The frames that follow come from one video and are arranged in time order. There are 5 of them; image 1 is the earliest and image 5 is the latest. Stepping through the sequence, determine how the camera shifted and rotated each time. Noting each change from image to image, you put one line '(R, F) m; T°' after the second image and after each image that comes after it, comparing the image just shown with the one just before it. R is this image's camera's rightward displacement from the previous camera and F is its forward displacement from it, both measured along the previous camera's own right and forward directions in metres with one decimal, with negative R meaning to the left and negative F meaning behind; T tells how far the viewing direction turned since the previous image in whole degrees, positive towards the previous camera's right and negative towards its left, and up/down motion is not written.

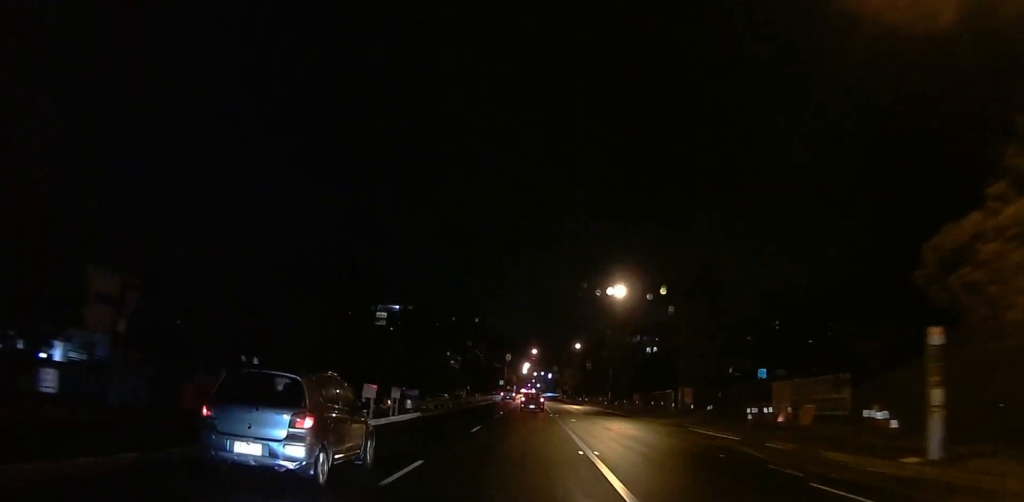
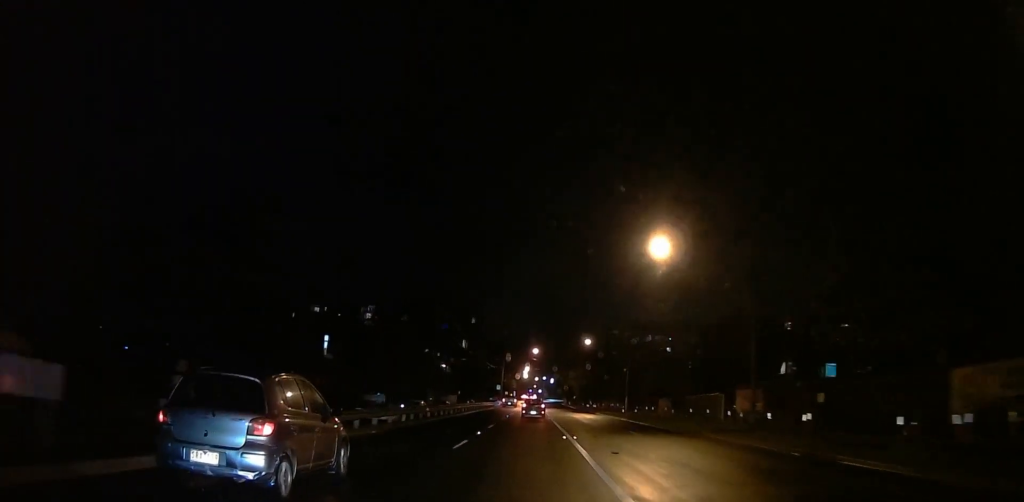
(-0.1, +16.2) m; +3°
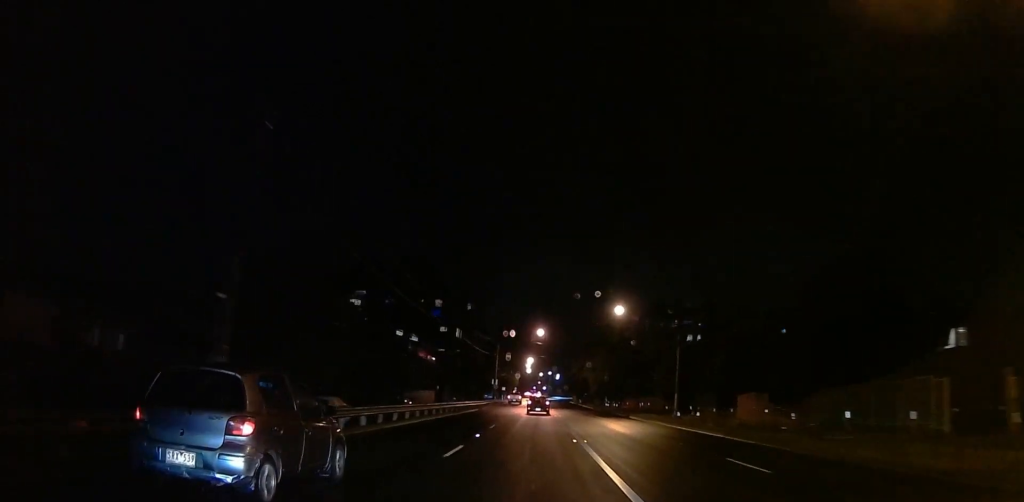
(+1.0, +27.5) m; 0°
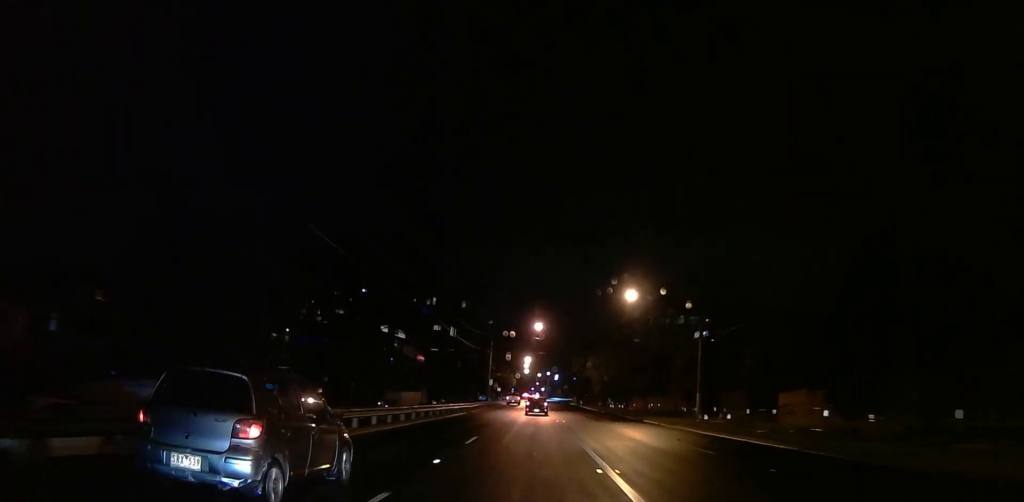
(-0.3, +8.9) m; -2°
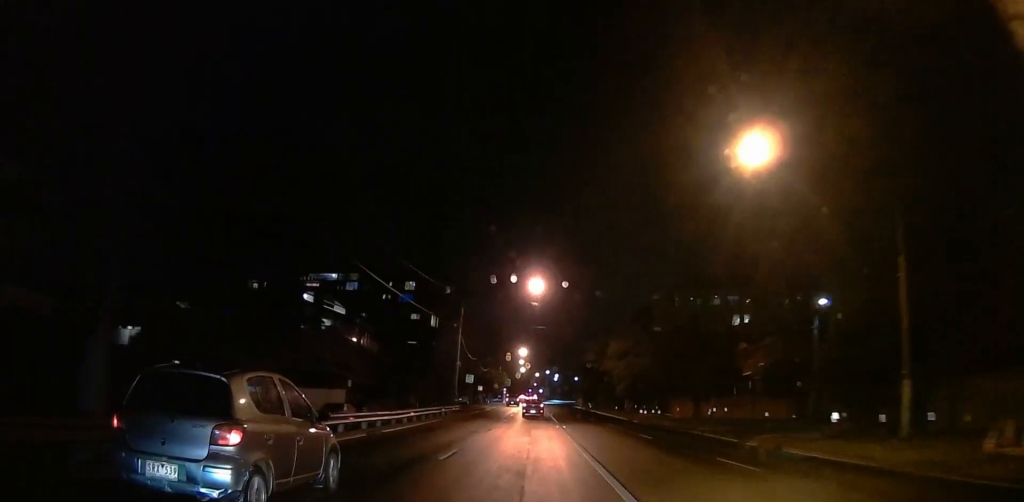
(-0.4, +28.6) m; -1°
